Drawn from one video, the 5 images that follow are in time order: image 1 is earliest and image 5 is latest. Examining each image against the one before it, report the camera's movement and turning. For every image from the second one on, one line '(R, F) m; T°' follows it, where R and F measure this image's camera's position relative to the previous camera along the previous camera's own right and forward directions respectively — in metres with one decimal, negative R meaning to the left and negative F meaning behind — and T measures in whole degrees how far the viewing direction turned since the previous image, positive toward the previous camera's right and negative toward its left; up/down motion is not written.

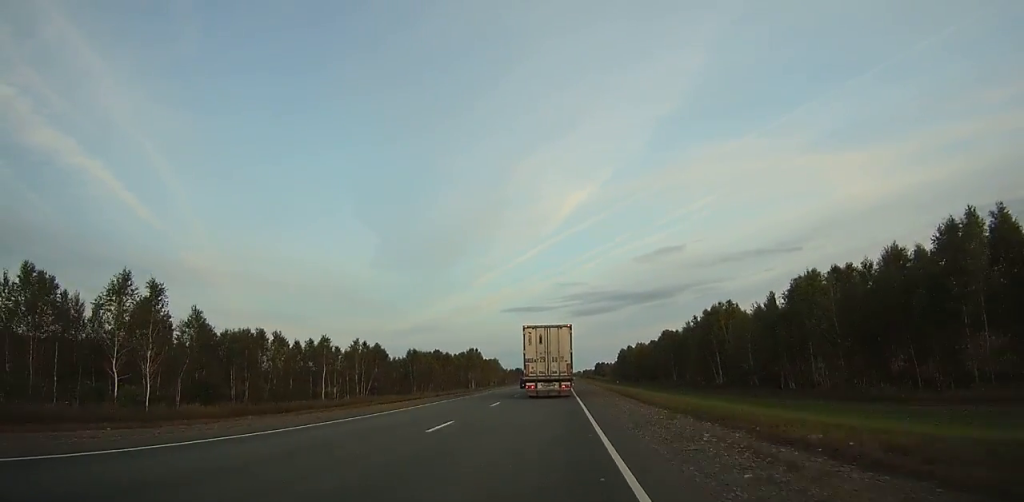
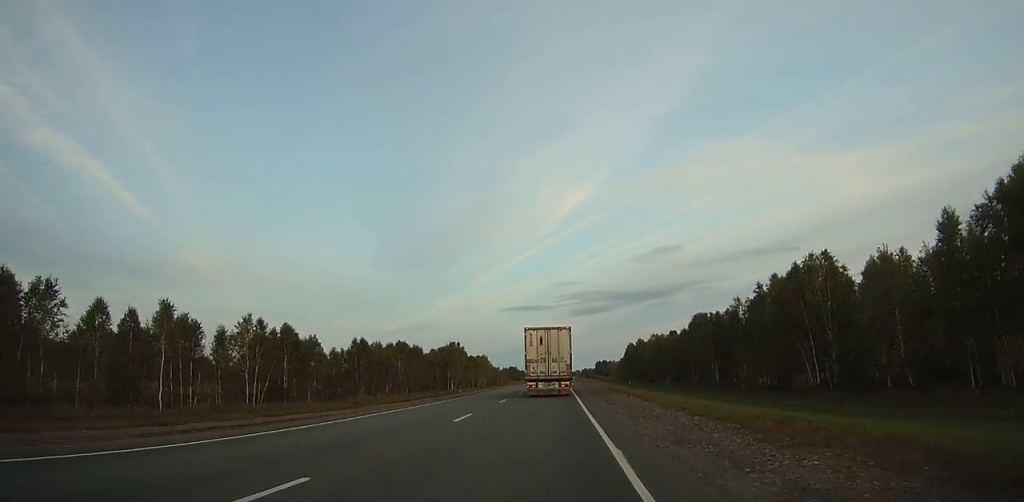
(0.0, +33.8) m; 0°
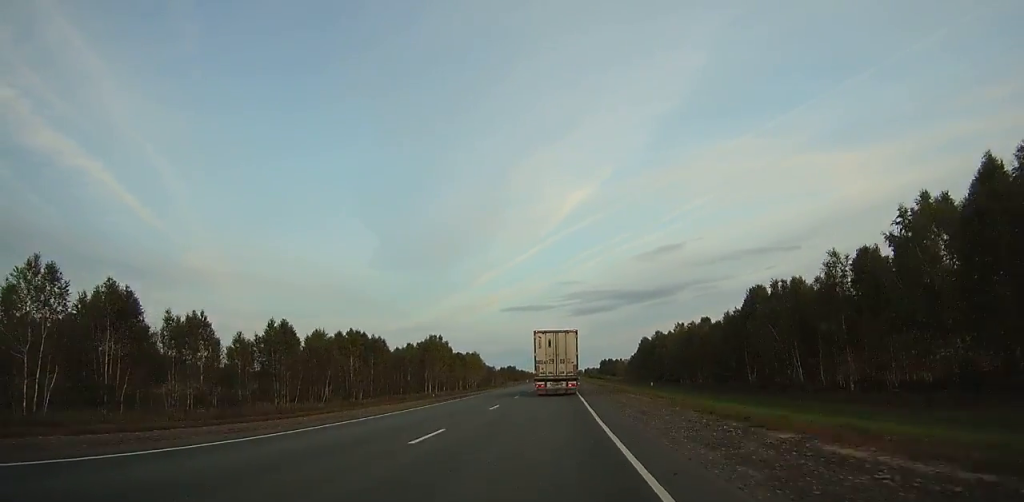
(0.0, +29.5) m; 0°
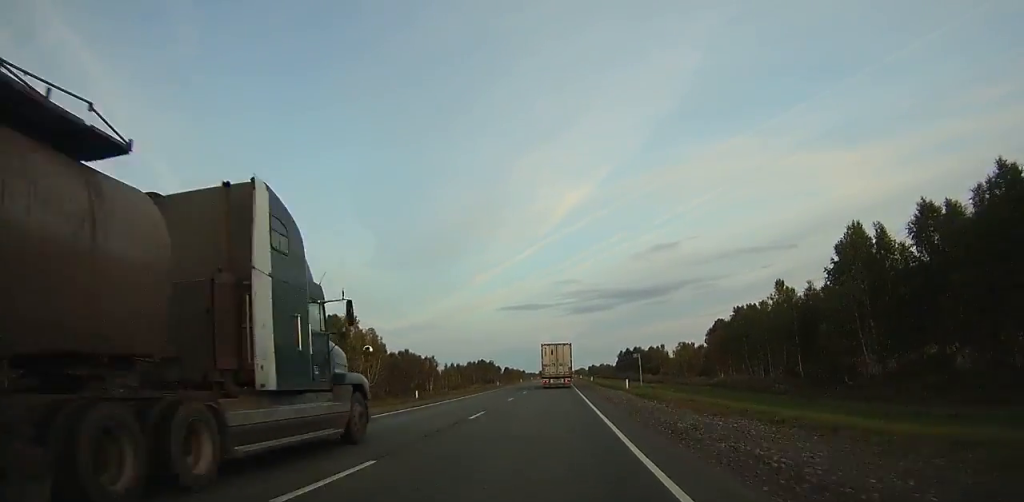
(+0.4, +125.3) m; 0°
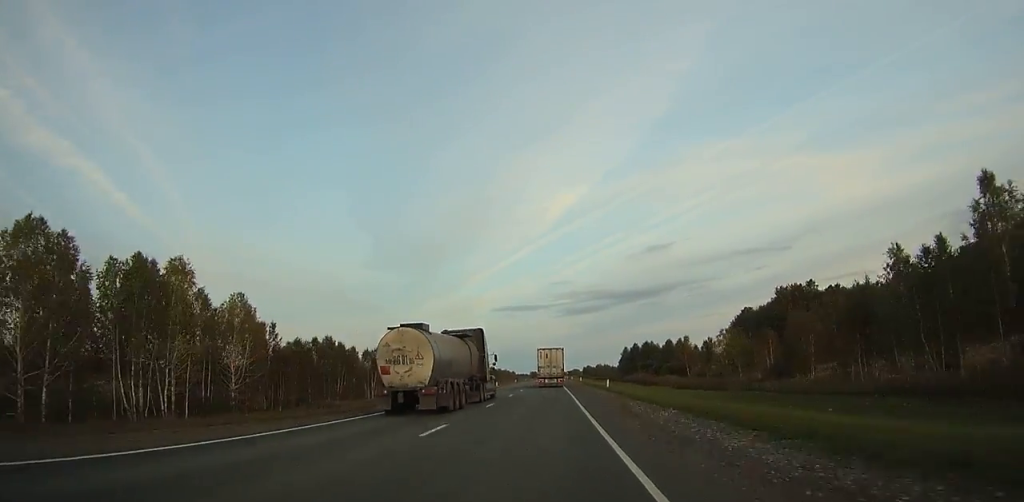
(-0.1, +40.3) m; 0°
